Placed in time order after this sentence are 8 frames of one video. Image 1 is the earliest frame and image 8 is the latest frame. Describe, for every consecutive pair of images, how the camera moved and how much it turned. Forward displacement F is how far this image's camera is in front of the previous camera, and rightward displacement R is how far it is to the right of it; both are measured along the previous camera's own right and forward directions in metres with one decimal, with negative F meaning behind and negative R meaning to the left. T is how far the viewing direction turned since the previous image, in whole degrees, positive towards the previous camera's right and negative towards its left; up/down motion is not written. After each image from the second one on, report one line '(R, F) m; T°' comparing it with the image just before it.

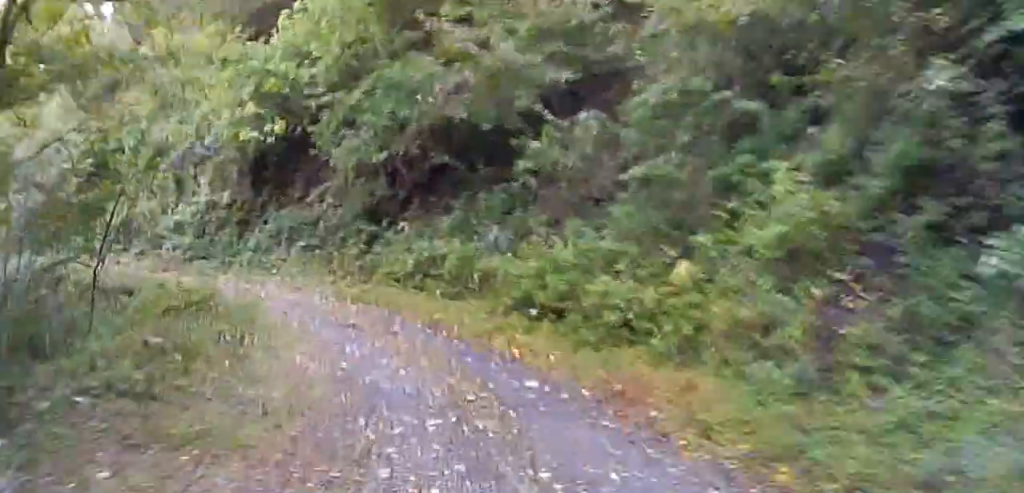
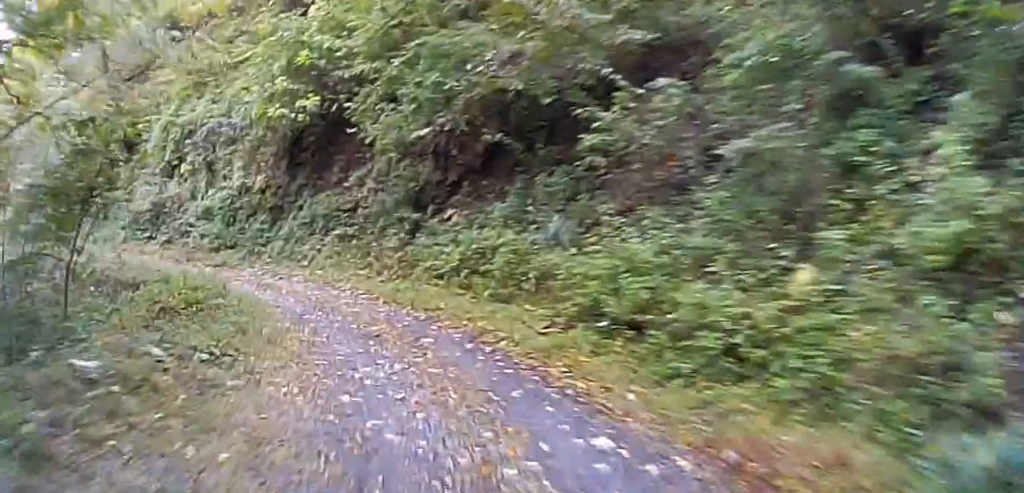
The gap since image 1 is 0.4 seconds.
(+0.6, +2.2) m; -12°
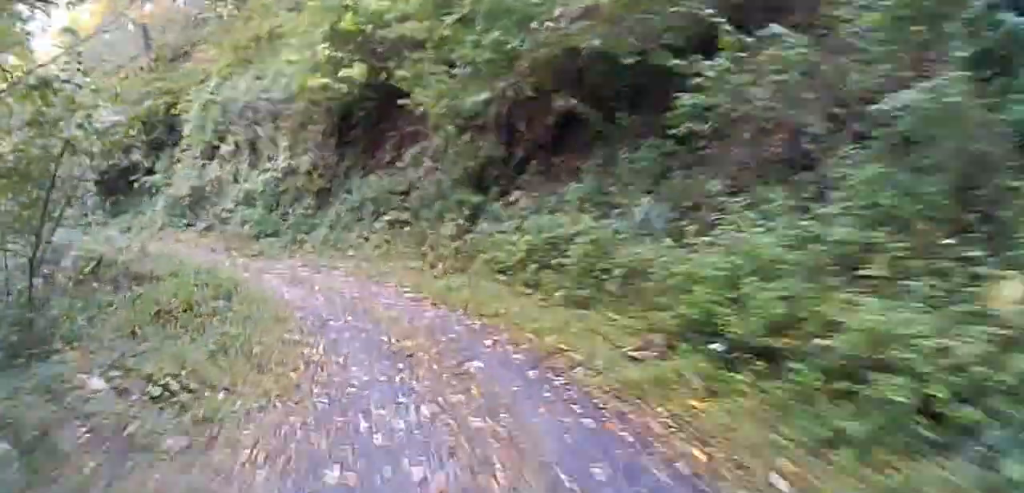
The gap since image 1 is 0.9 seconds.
(-1.0, +1.2) m; -18°
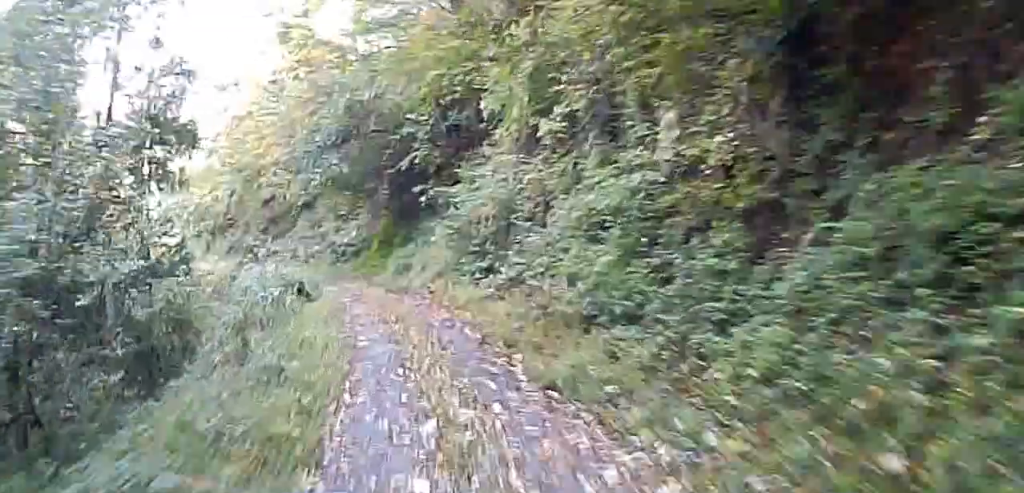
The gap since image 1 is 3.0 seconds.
(-2.5, +5.8) m; -23°
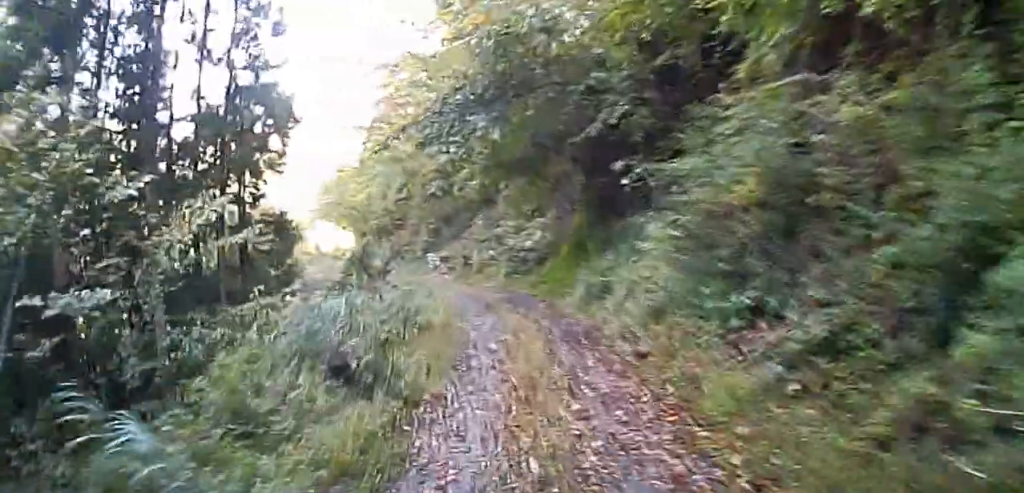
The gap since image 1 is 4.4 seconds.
(0.0, +2.5) m; +1°
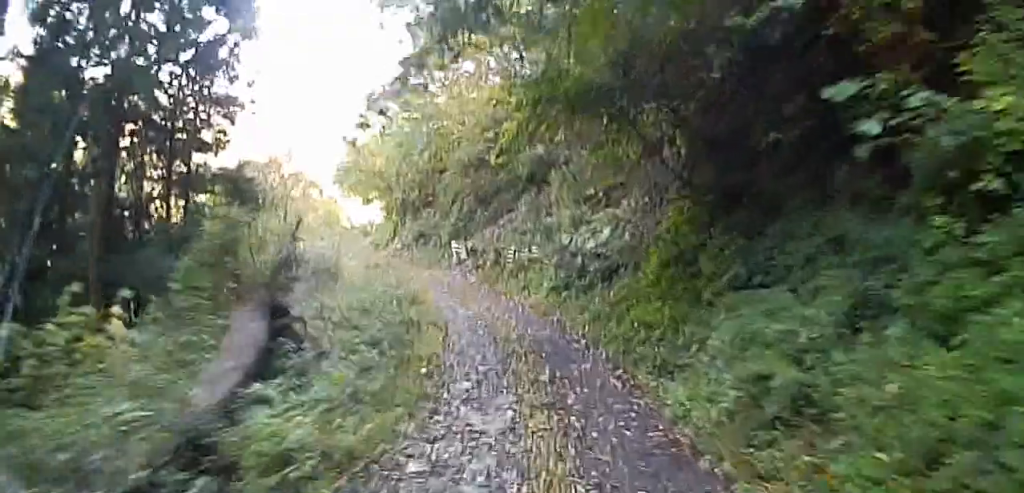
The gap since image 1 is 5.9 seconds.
(0.0, +2.6) m; 0°
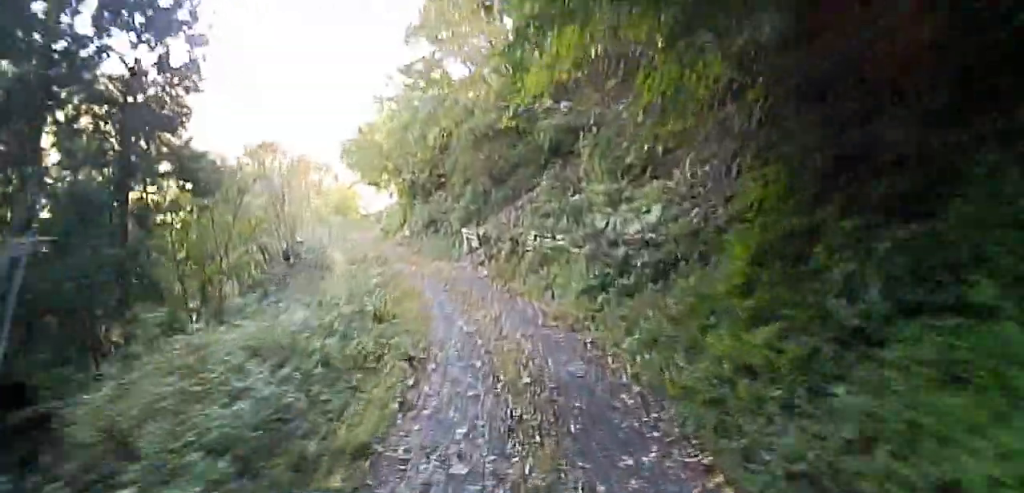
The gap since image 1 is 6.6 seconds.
(0.0, +1.5) m; 0°
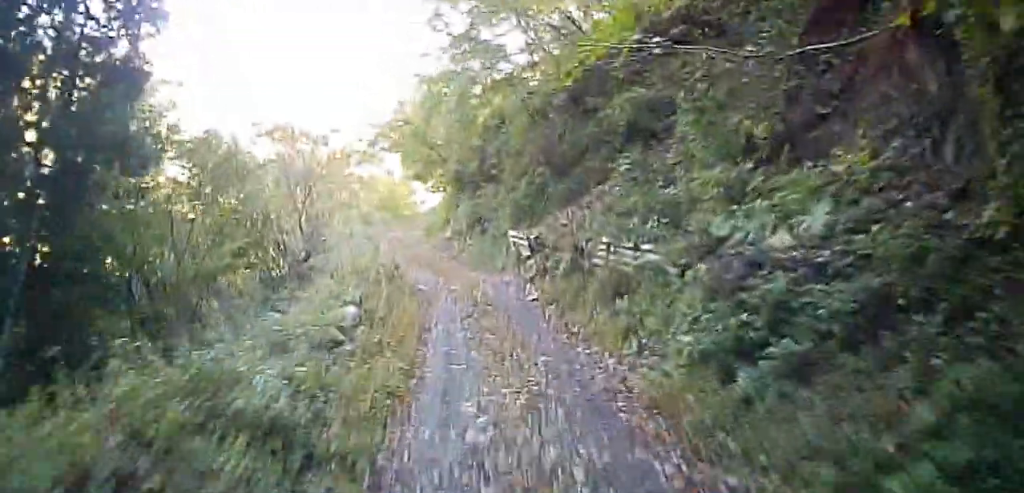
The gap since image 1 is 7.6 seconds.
(0.0, +2.5) m; 0°
